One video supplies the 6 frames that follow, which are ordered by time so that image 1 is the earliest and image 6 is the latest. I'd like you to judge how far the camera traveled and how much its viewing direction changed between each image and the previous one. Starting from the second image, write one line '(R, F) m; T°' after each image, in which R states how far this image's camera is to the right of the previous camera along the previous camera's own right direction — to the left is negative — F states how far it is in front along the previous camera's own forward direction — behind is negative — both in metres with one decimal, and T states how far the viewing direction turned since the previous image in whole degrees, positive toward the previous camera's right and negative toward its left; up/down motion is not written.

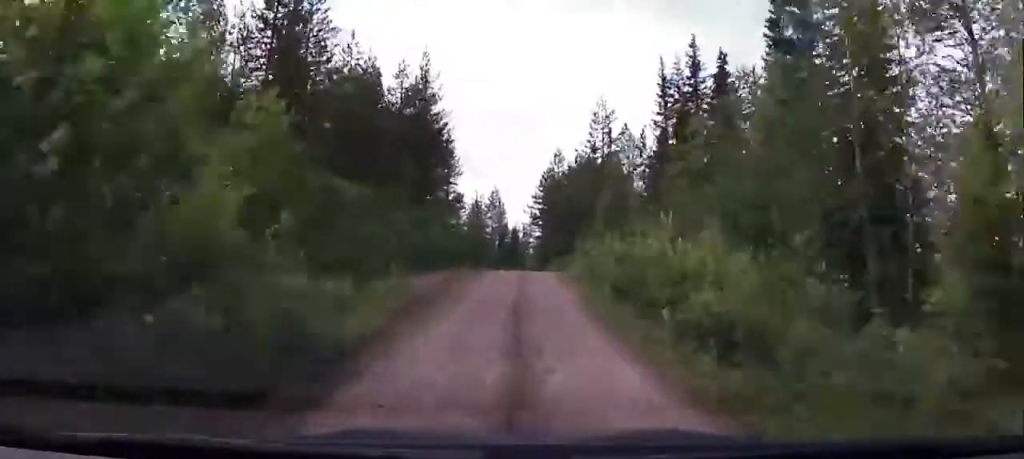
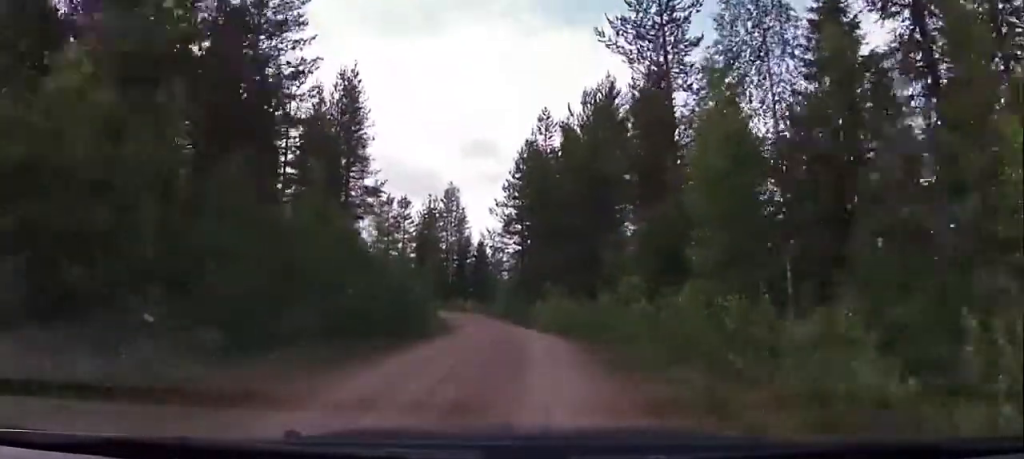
(+0.2, +32.6) m; +1°
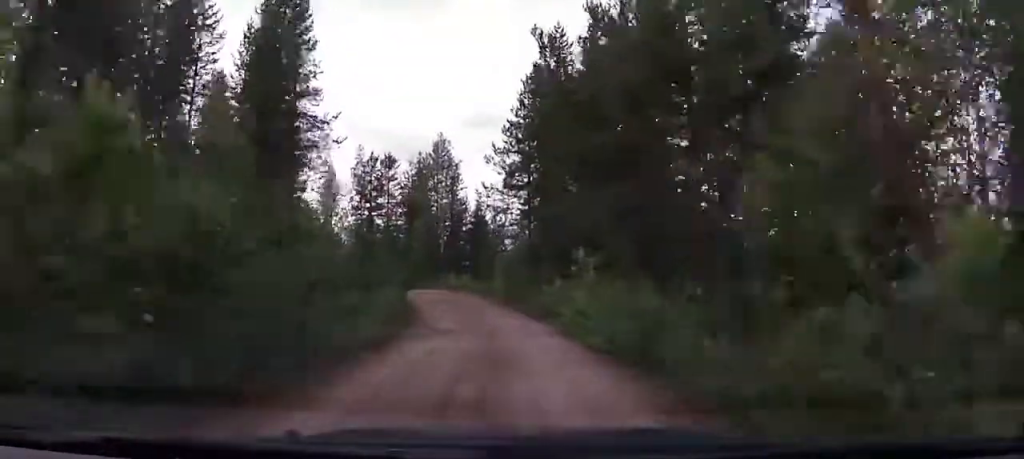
(-0.3, +13.4) m; -5°
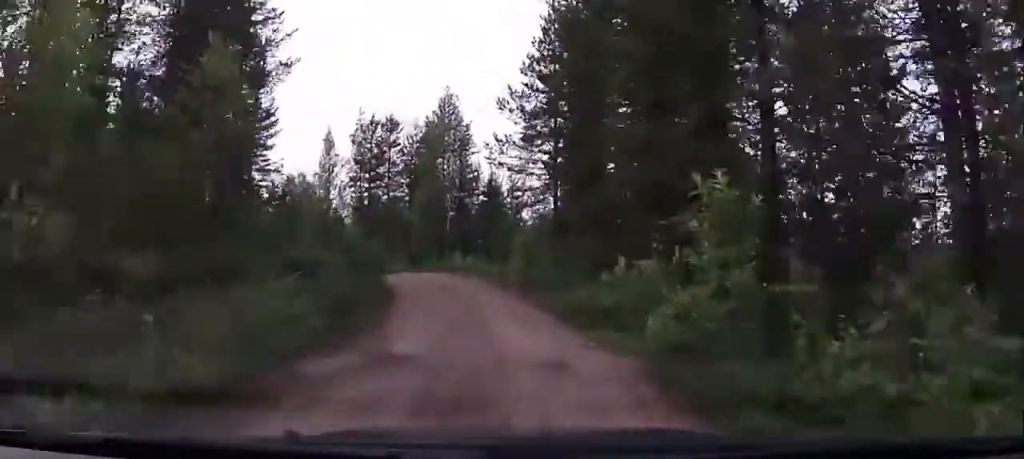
(-0.3, +10.3) m; -6°
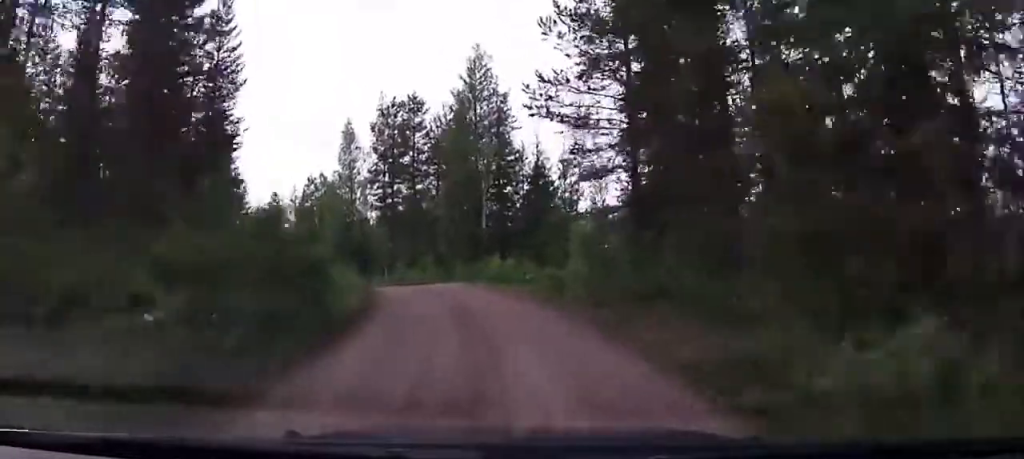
(-1.0, +12.1) m; -4°
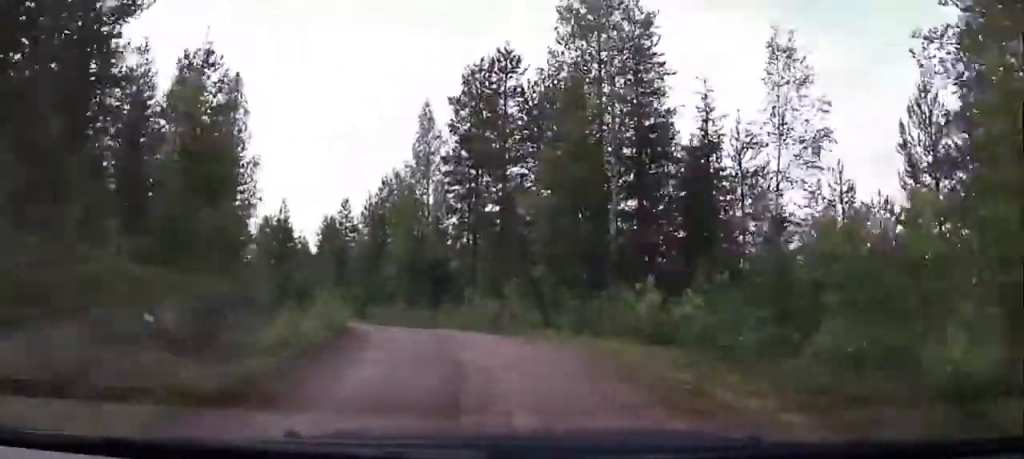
(-0.7, +21.9) m; -9°
